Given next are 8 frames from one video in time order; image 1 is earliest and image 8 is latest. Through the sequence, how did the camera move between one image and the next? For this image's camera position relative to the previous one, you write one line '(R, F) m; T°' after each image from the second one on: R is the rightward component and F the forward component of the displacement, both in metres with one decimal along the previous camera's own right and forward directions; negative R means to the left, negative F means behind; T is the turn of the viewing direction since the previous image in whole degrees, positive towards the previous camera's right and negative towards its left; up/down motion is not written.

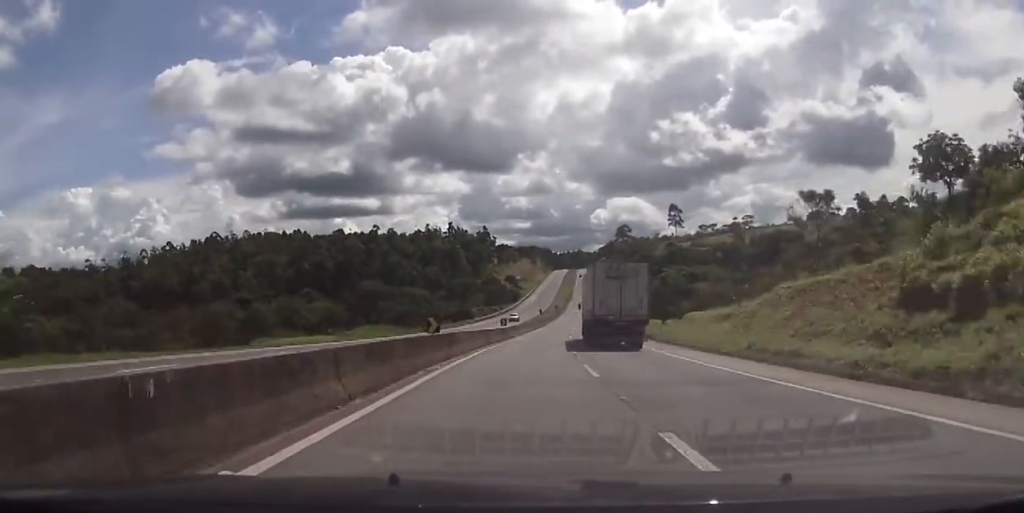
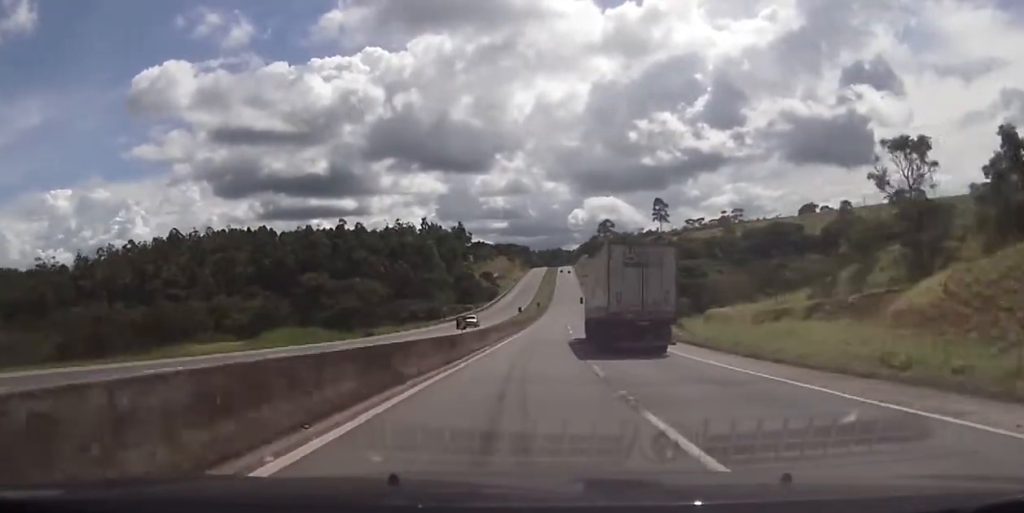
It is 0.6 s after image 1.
(+0.1, +23.3) m; +2°
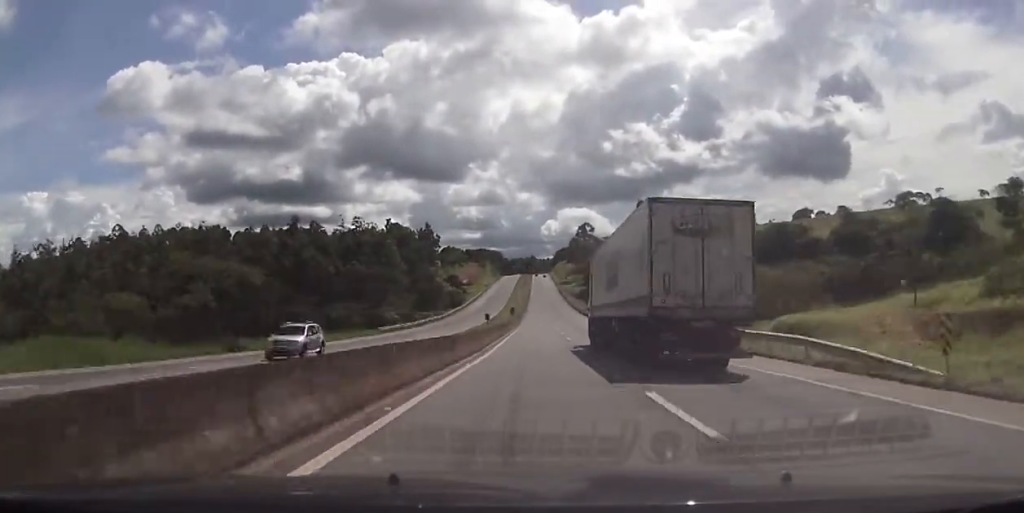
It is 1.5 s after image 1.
(+0.8, +32.4) m; +2°
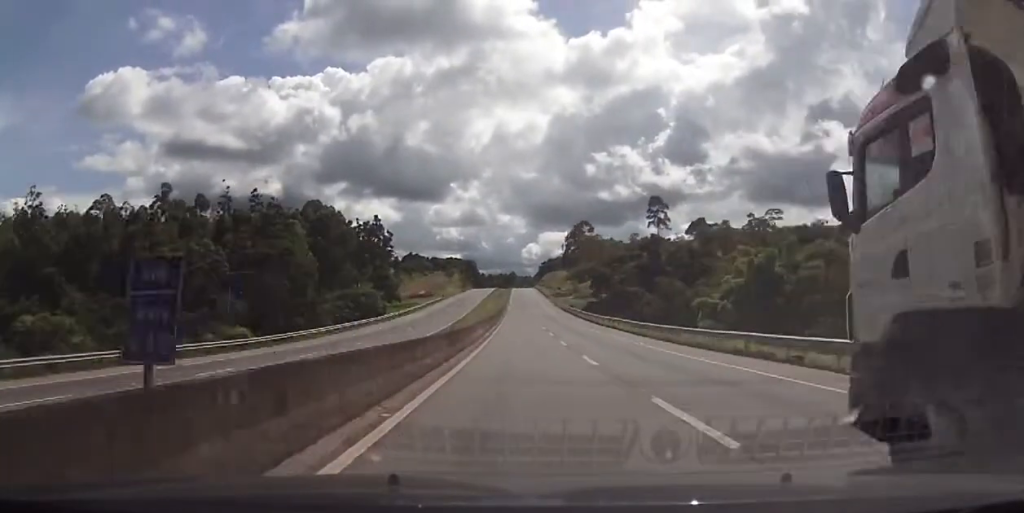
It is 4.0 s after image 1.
(+3.2, +95.0) m; +3°
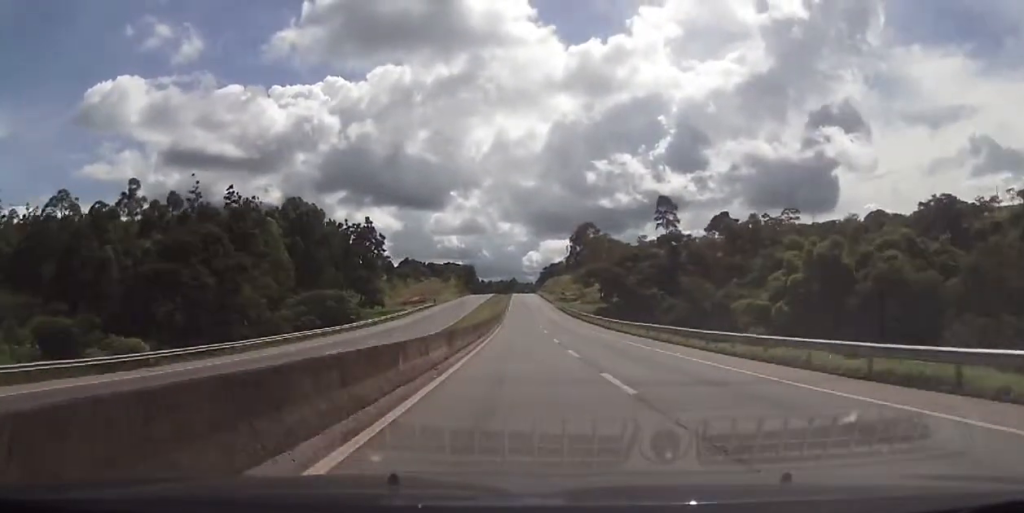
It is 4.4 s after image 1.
(0.0, +18.3) m; 0°
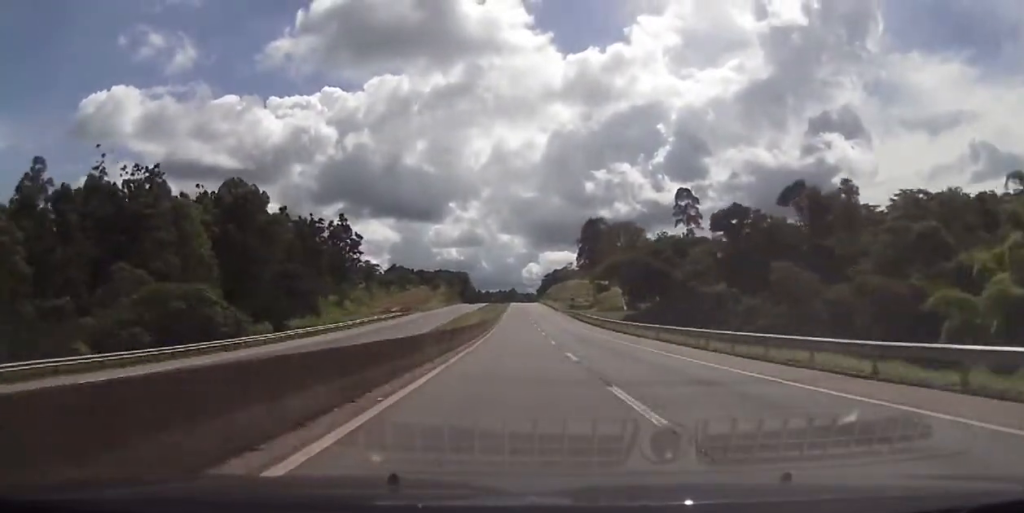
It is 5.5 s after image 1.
(+0.3, +40.7) m; 0°
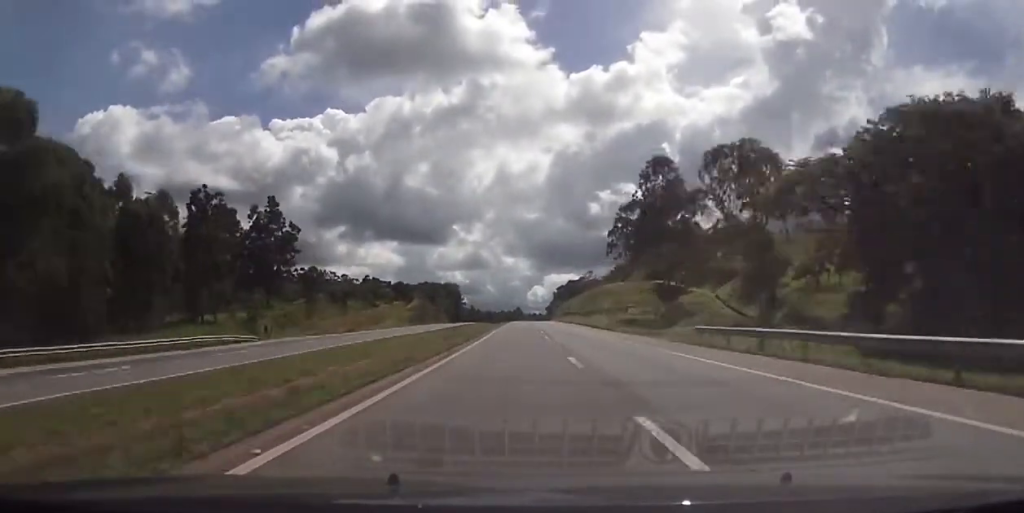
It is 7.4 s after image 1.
(-0.8, +76.5) m; -1°
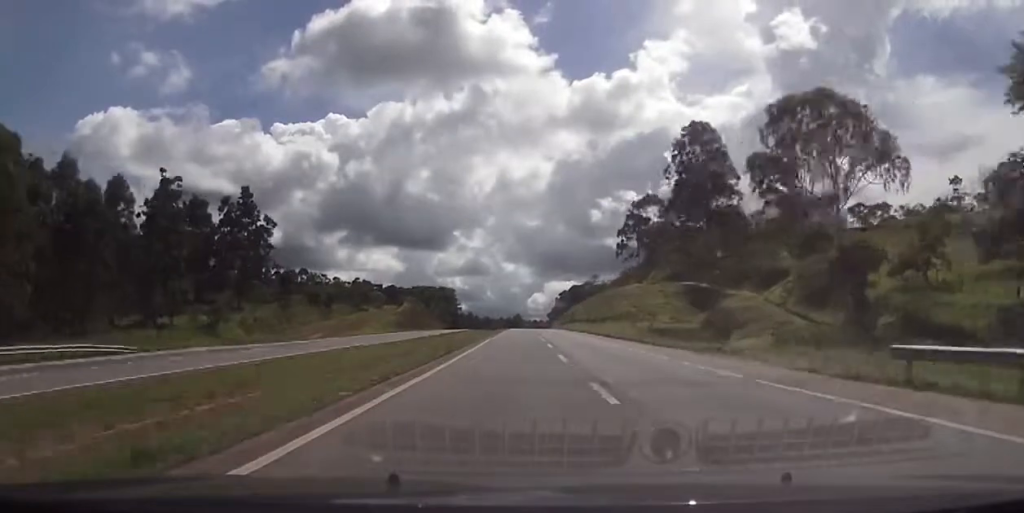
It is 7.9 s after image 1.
(0.0, +18.3) m; 0°
